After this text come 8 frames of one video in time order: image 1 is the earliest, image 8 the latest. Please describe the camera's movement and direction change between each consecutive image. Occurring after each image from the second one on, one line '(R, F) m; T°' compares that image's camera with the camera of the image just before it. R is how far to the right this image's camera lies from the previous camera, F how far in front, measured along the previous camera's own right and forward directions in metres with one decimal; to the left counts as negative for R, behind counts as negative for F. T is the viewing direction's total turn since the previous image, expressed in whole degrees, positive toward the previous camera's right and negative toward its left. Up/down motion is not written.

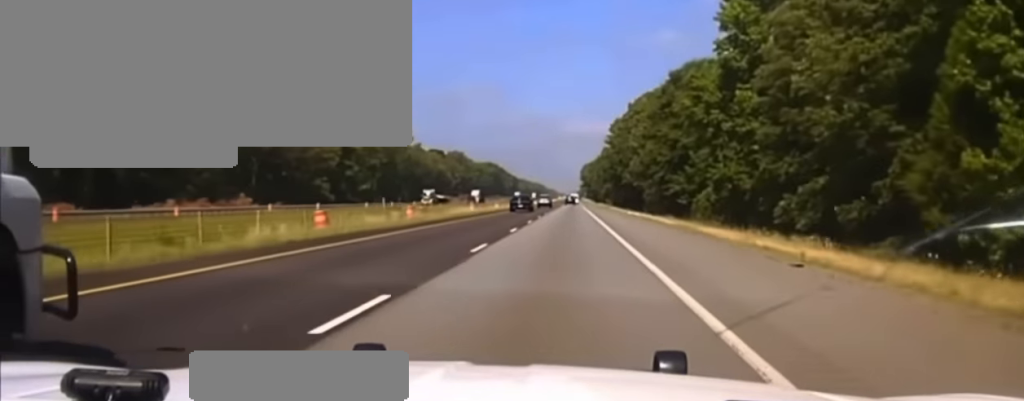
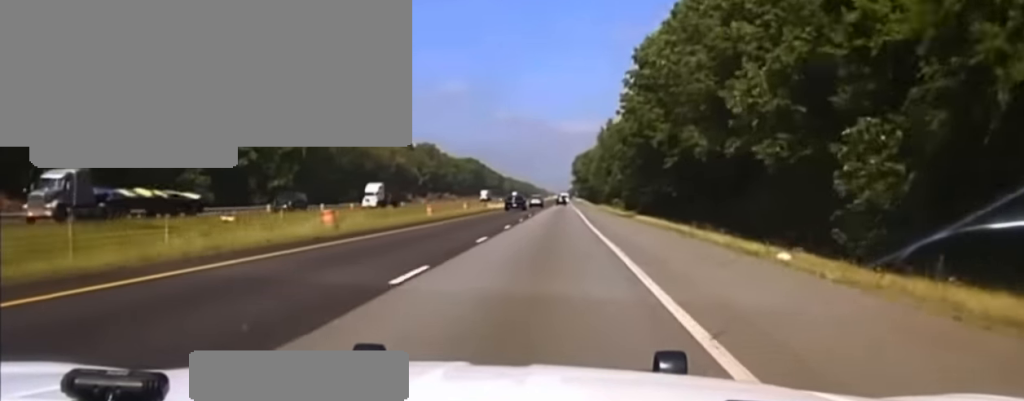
(+0.3, +68.6) m; 0°
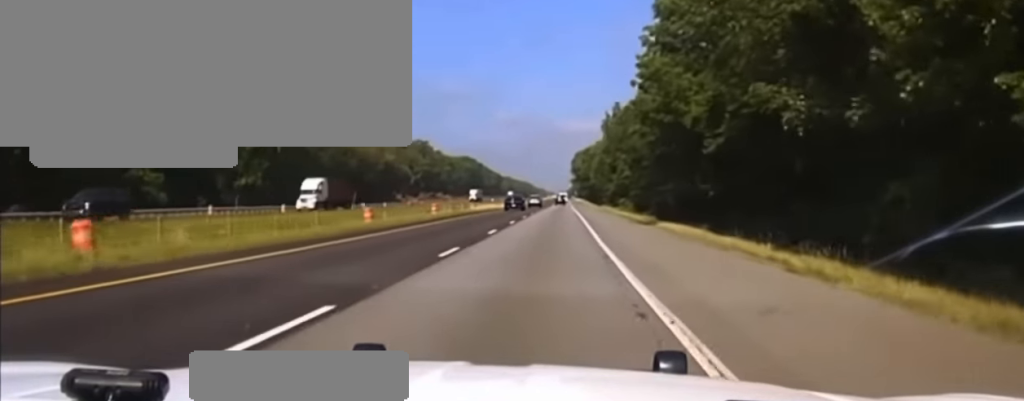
(-0.1, +18.1) m; 0°
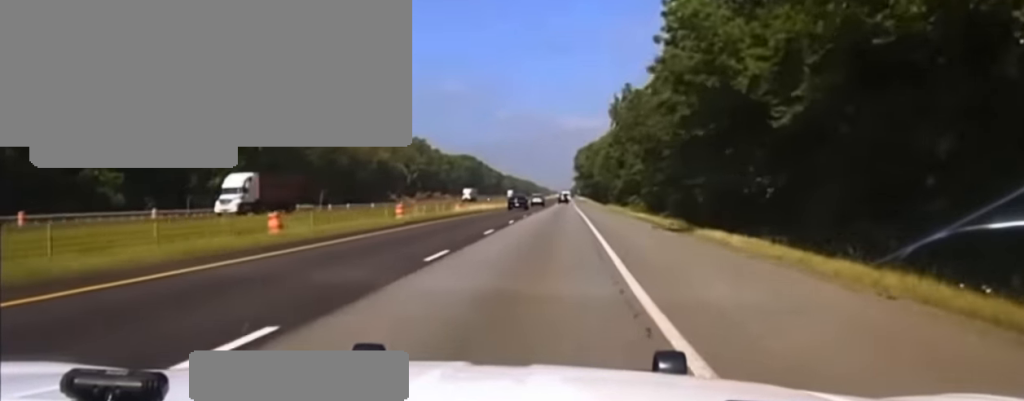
(0.0, +13.9) m; 0°
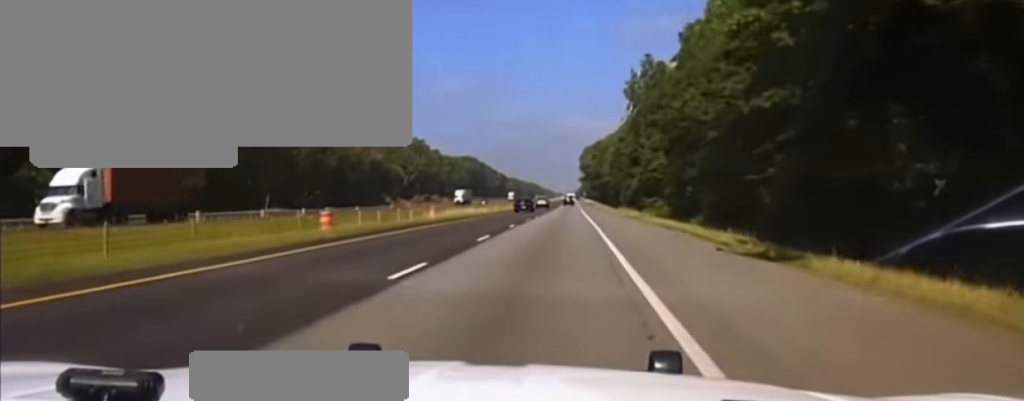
(0.0, +15.0) m; 0°
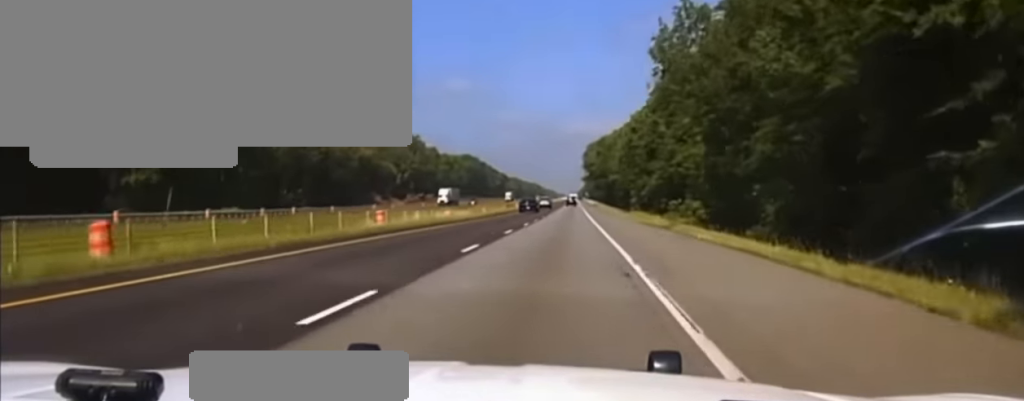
(0.0, +18.3) m; 0°
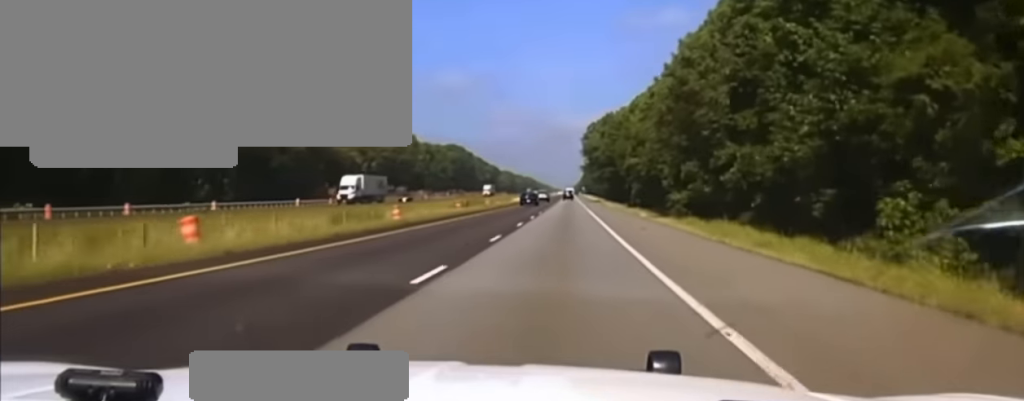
(+0.2, +44.6) m; +1°
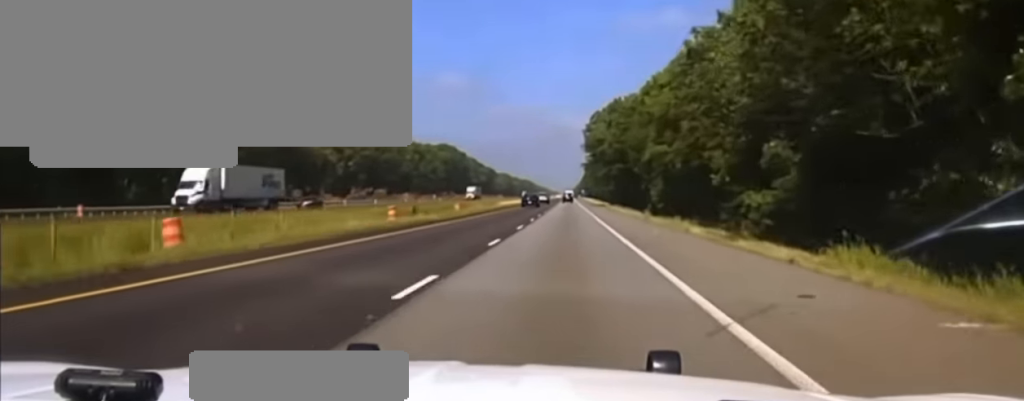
(+0.4, +26.3) m; 0°
